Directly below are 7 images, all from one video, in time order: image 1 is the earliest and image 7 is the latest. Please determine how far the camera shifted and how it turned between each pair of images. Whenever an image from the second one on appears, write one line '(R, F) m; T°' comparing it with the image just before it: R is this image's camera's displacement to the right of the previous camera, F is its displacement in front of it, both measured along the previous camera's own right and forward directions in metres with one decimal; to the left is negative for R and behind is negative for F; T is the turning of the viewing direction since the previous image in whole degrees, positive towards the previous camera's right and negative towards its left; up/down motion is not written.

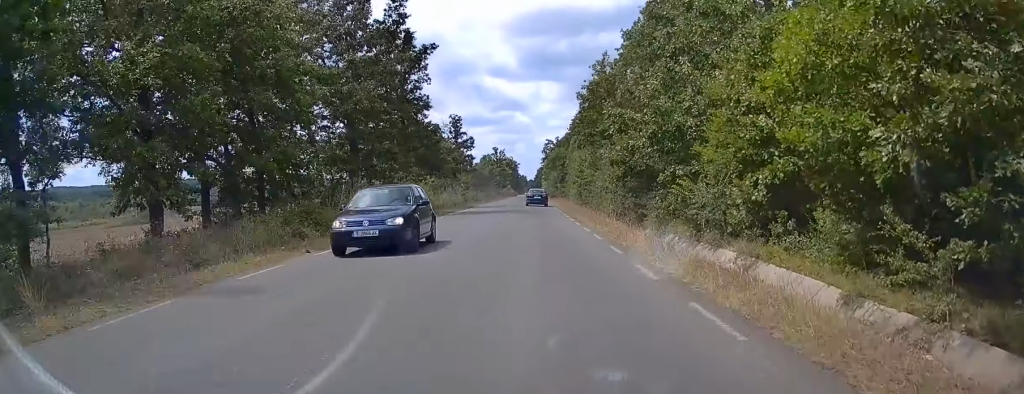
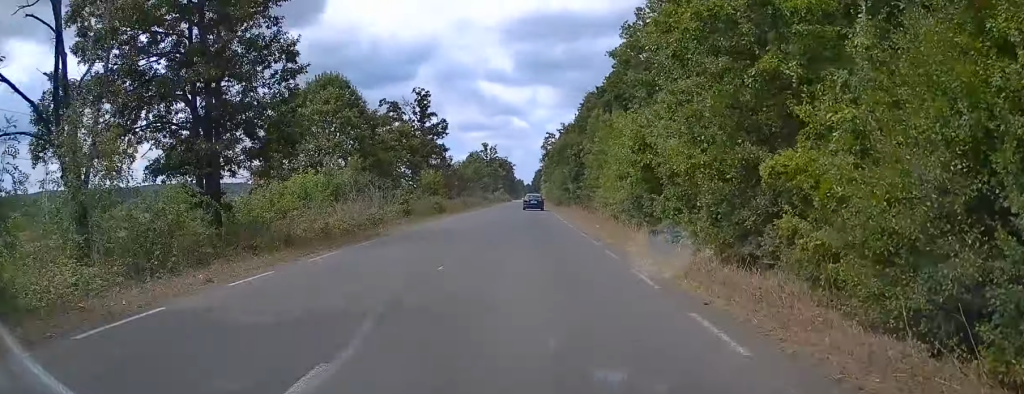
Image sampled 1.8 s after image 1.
(0.0, +36.4) m; 0°
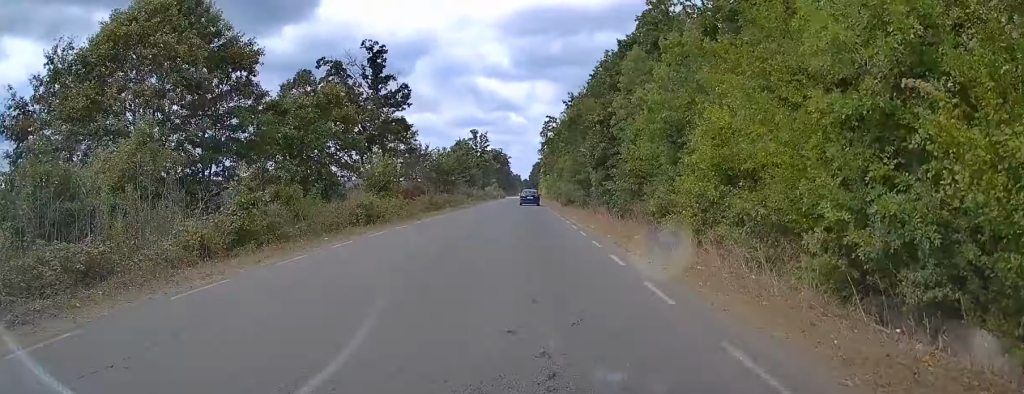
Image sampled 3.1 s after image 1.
(+0.3, +25.8) m; 0°
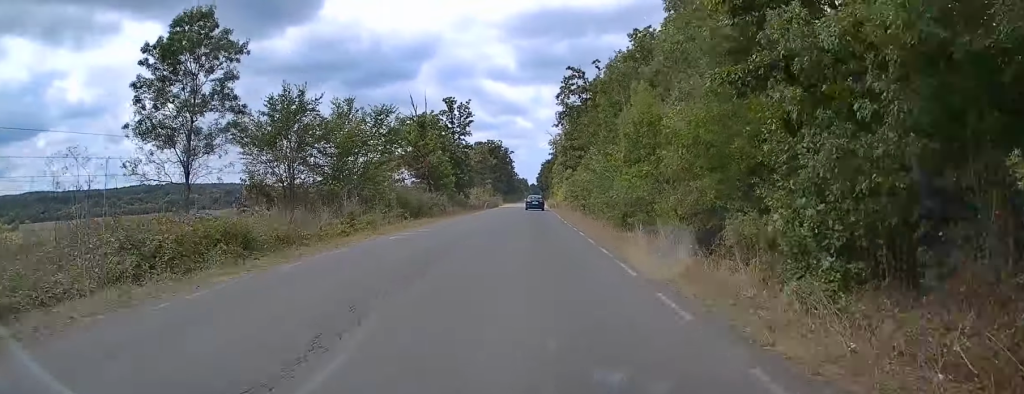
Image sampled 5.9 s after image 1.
(-0.7, +57.0) m; -1°
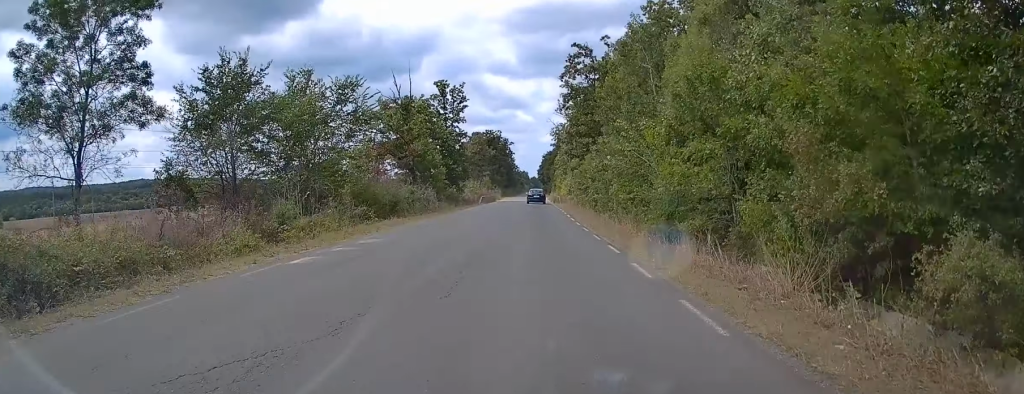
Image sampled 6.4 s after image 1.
(-0.1, +9.1) m; 0°
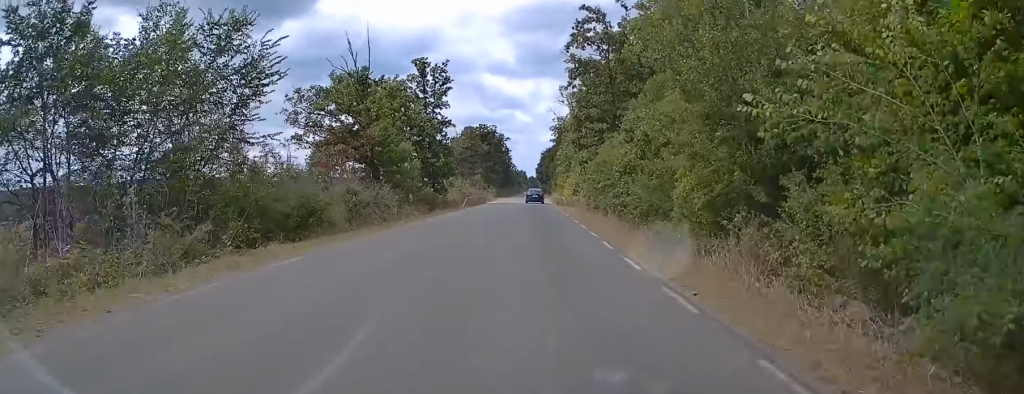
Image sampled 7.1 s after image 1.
(-0.3, +14.8) m; 0°
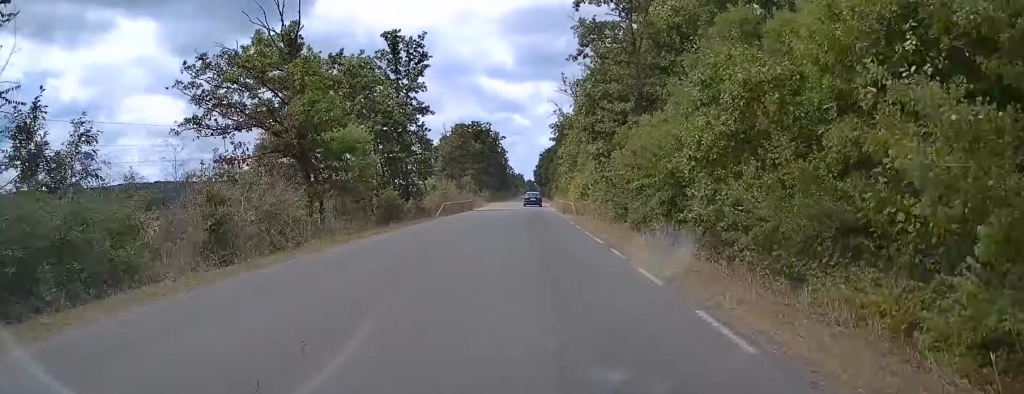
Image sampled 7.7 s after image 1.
(+0.3, +13.9) m; 0°
